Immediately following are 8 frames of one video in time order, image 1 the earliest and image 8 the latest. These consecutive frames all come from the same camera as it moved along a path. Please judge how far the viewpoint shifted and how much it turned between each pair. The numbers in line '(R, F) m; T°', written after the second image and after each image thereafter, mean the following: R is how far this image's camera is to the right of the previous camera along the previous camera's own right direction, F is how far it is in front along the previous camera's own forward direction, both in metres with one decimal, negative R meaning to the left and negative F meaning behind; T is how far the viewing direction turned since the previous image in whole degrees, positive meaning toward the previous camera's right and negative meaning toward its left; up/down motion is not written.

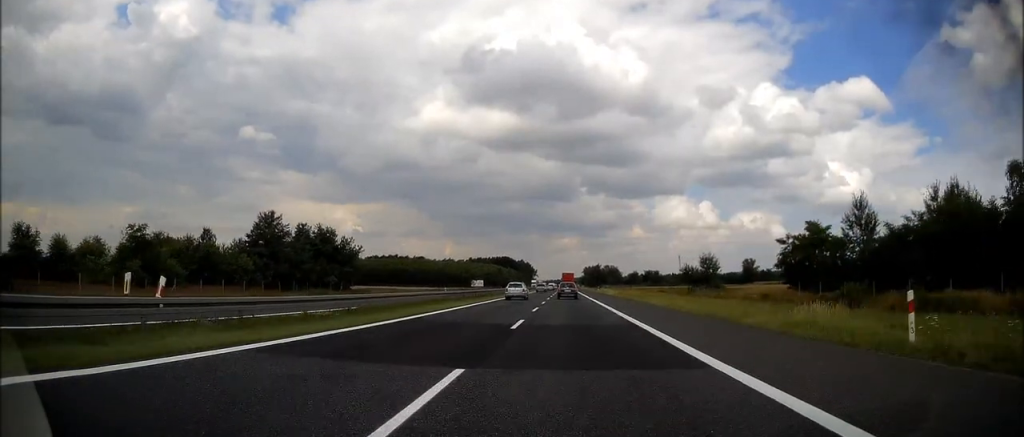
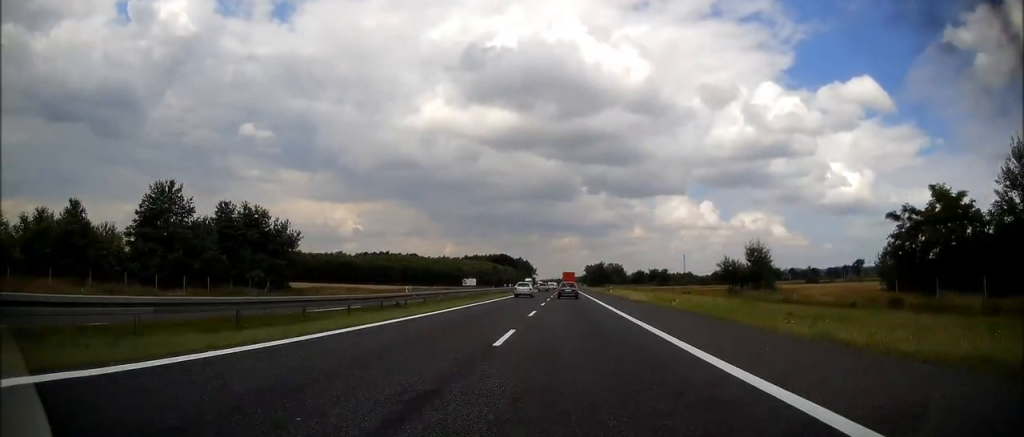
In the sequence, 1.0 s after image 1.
(-0.2, +27.4) m; 0°
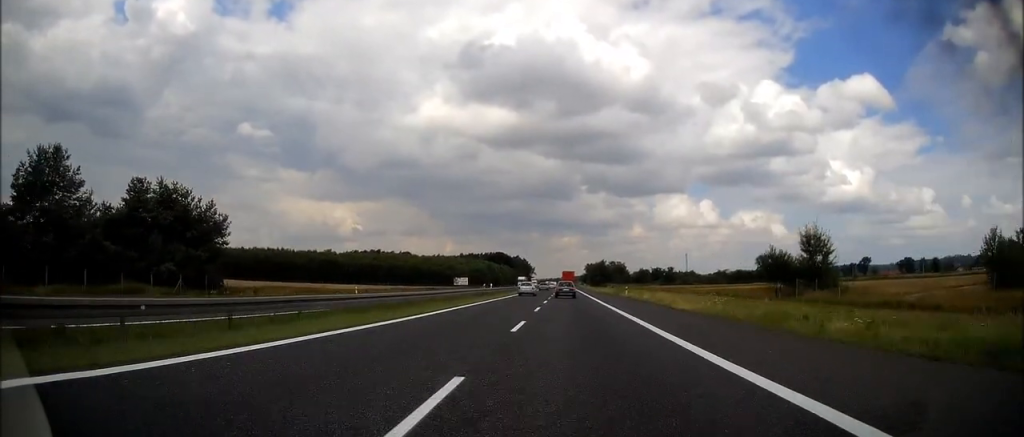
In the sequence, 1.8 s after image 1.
(0.0, +20.5) m; 0°
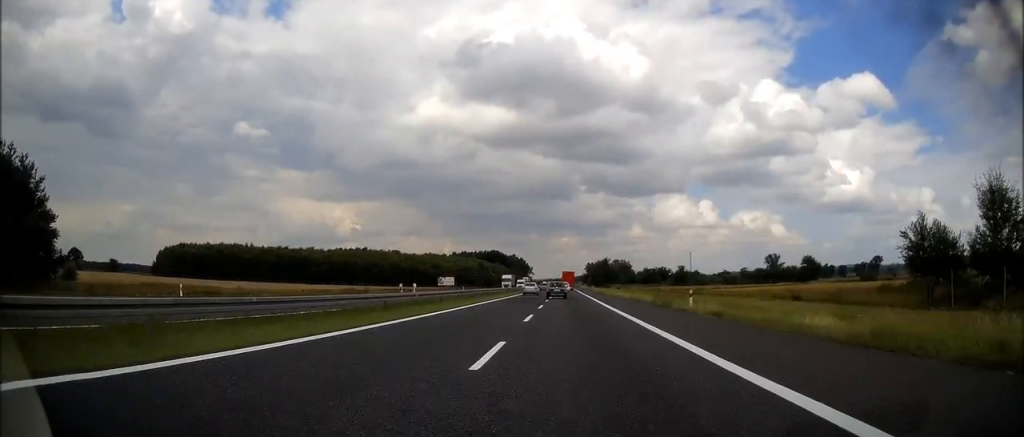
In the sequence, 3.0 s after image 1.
(+0.2, +31.3) m; 0°
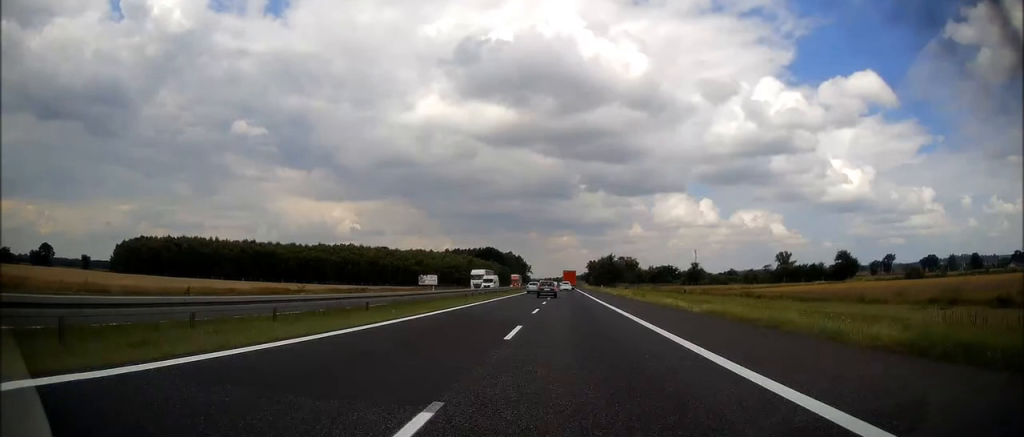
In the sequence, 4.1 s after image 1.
(0.0, +30.6) m; 0°
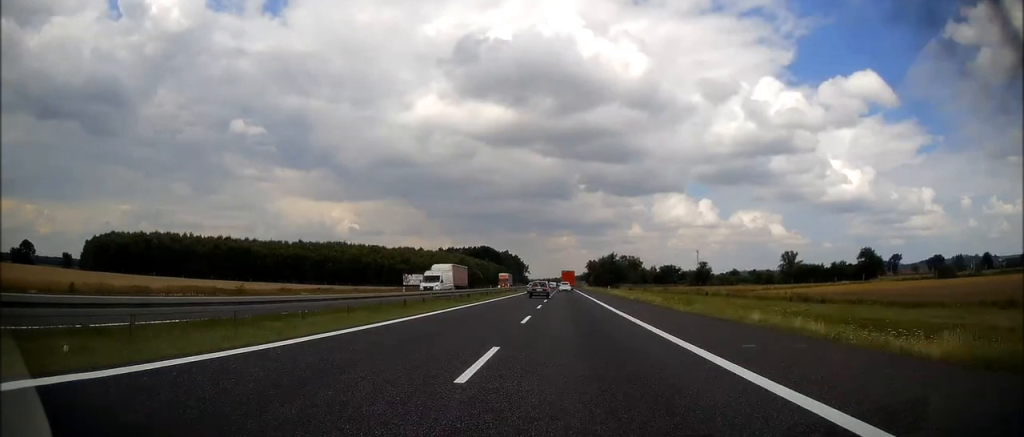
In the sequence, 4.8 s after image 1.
(0.0, +18.0) m; 0°
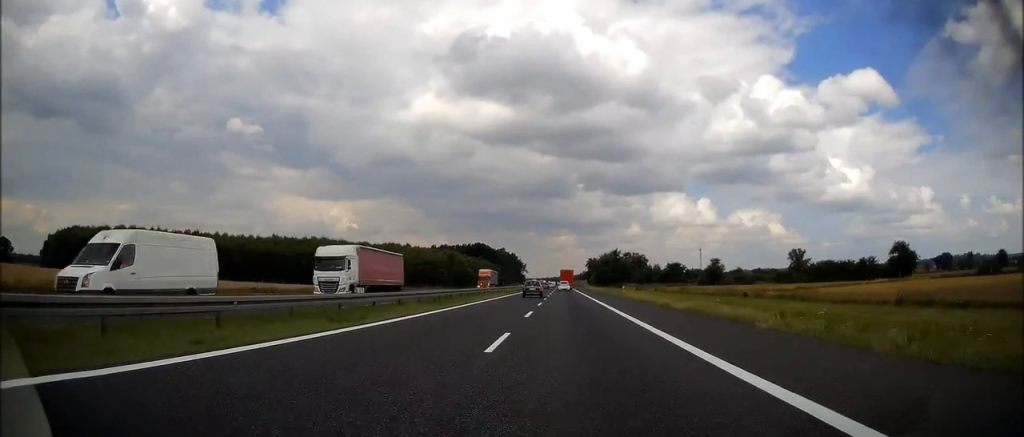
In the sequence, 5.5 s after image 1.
(0.0, +20.8) m; 0°
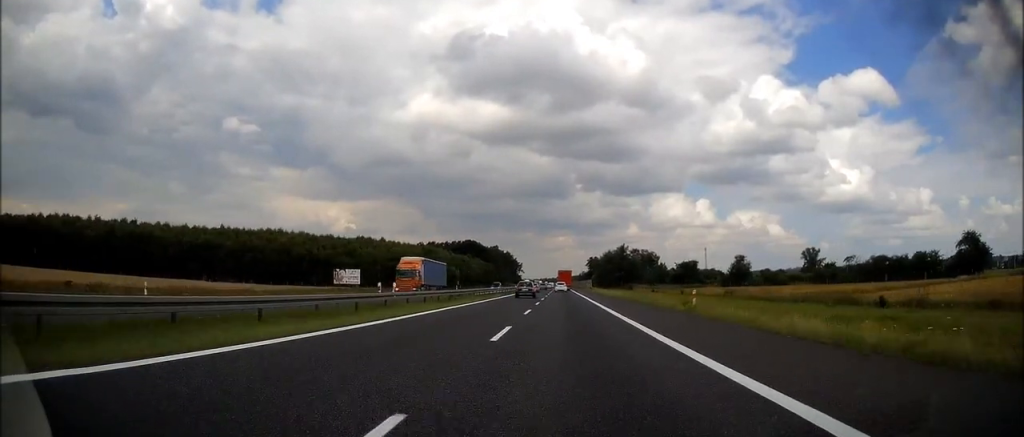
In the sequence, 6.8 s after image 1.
(-0.1, +33.6) m; 0°
